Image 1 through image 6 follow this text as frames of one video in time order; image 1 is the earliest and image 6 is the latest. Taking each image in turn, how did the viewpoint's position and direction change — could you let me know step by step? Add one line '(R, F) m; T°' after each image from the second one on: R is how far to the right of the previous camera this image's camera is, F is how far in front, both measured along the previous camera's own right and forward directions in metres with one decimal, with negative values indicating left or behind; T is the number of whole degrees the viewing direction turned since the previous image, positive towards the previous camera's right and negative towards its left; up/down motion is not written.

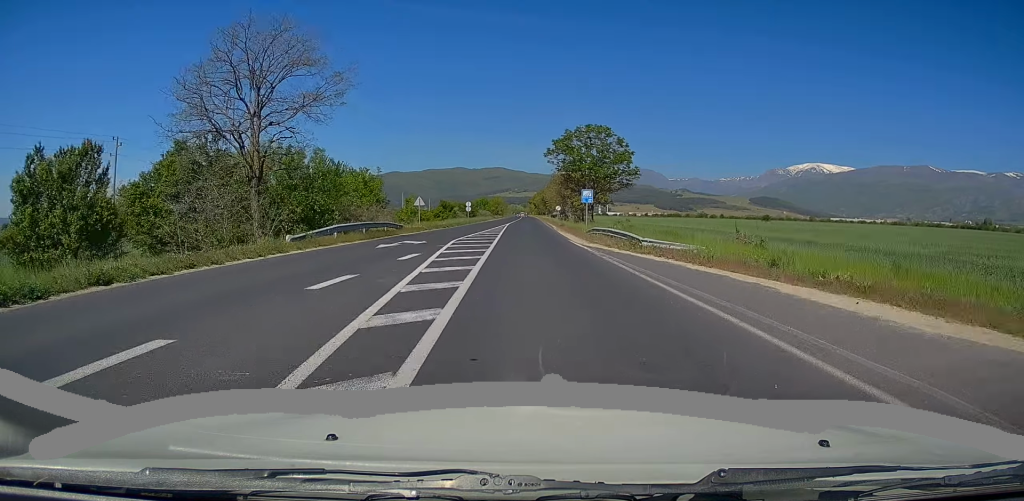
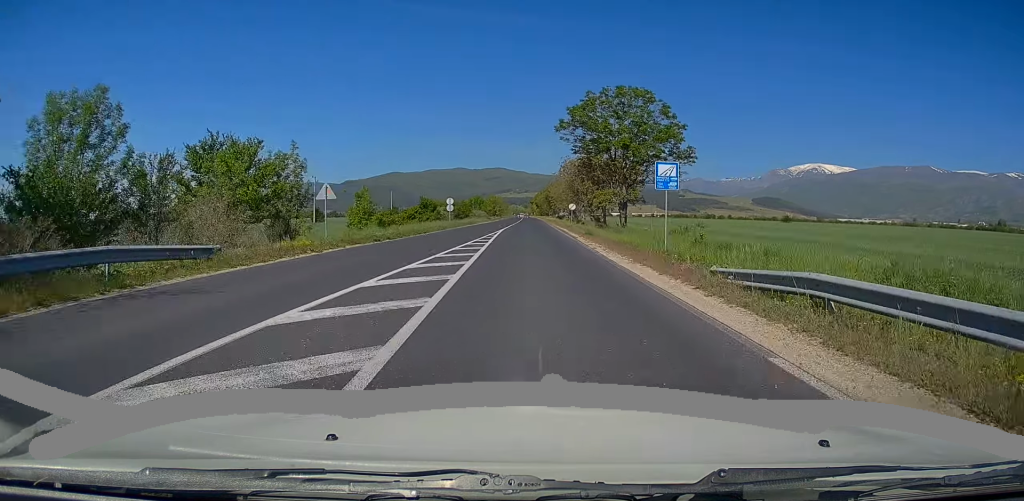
(+0.3, +22.7) m; 0°
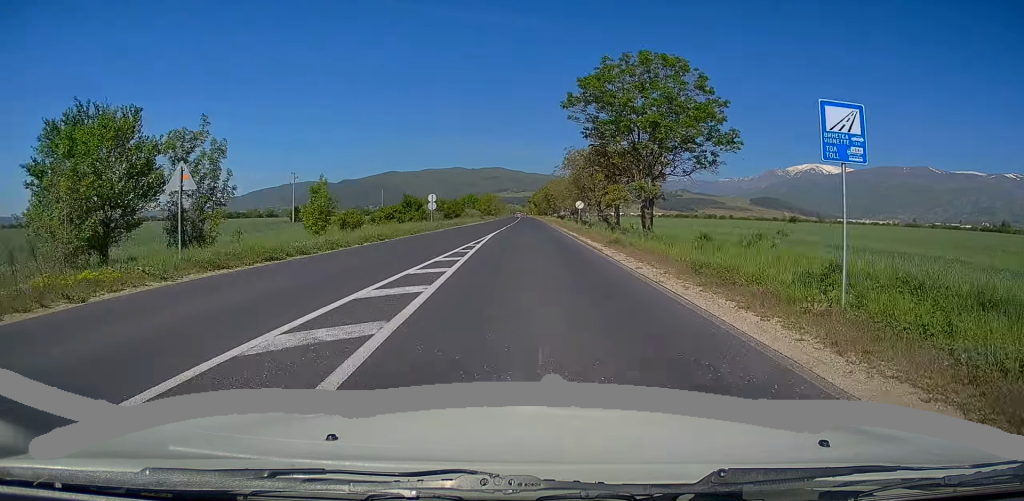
(-0.2, +10.8) m; 0°
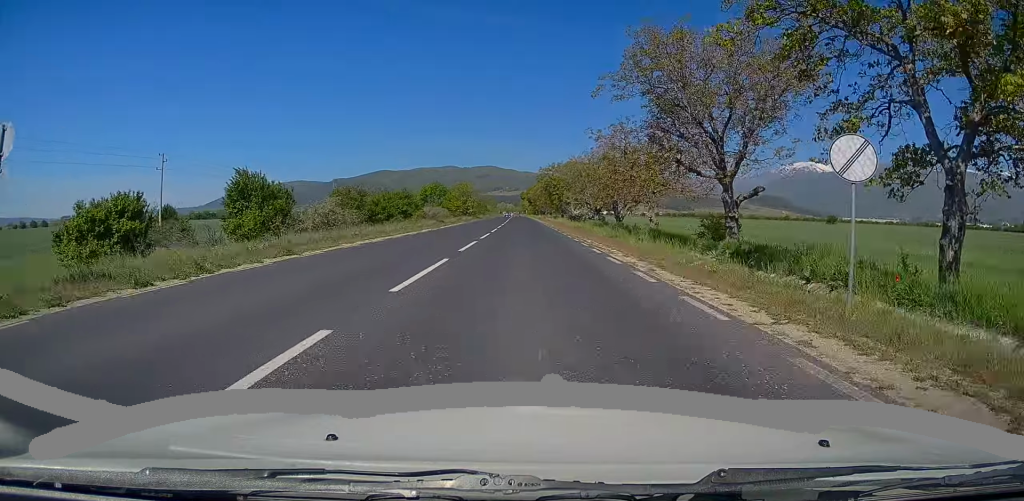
(+0.5, +44.4) m; +2°
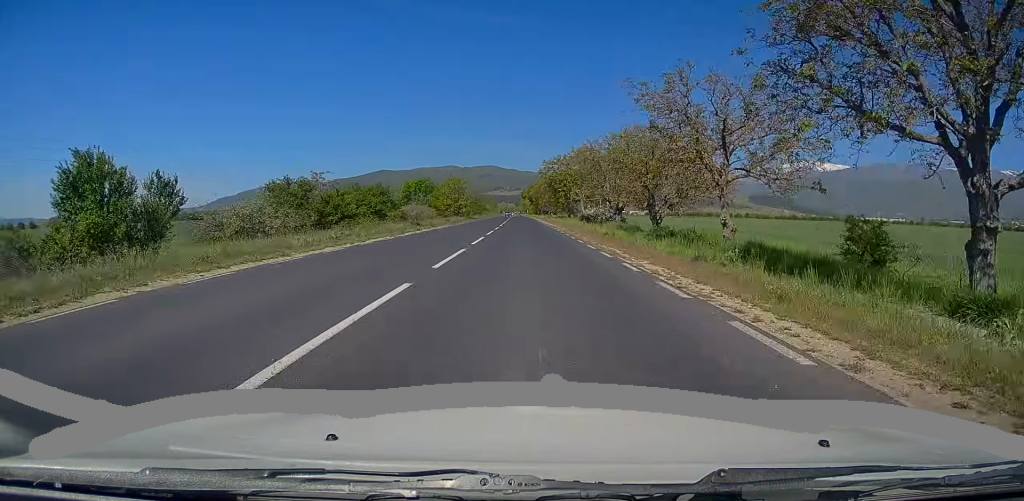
(0.0, +13.7) m; 0°
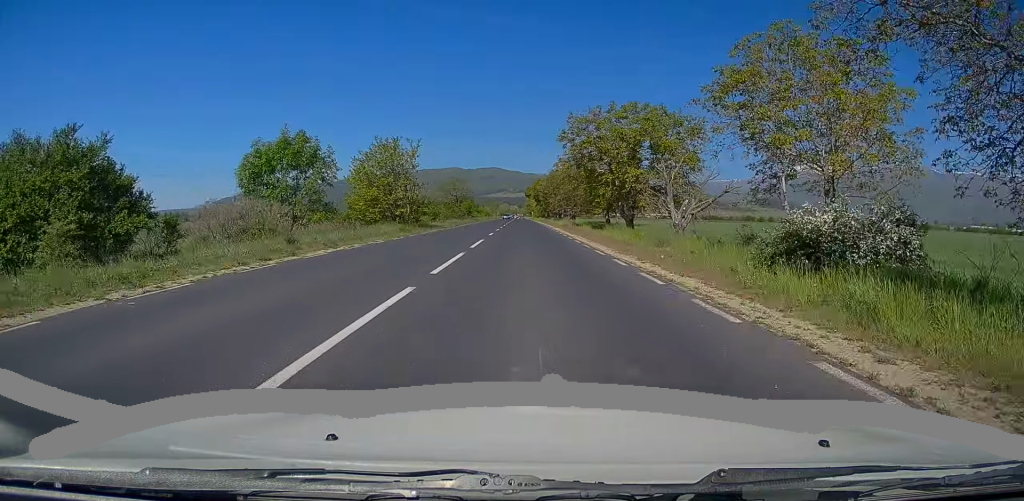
(-0.3, +44.6) m; -1°
